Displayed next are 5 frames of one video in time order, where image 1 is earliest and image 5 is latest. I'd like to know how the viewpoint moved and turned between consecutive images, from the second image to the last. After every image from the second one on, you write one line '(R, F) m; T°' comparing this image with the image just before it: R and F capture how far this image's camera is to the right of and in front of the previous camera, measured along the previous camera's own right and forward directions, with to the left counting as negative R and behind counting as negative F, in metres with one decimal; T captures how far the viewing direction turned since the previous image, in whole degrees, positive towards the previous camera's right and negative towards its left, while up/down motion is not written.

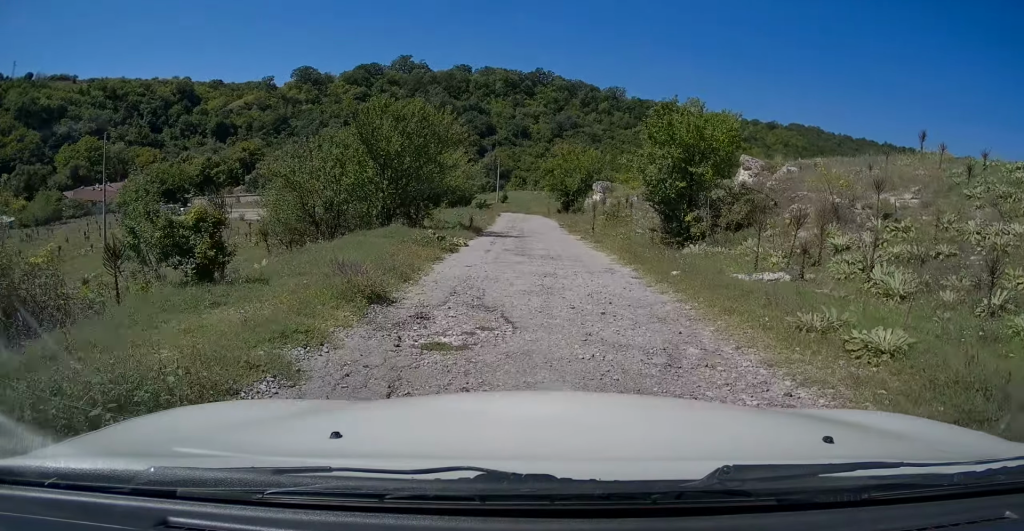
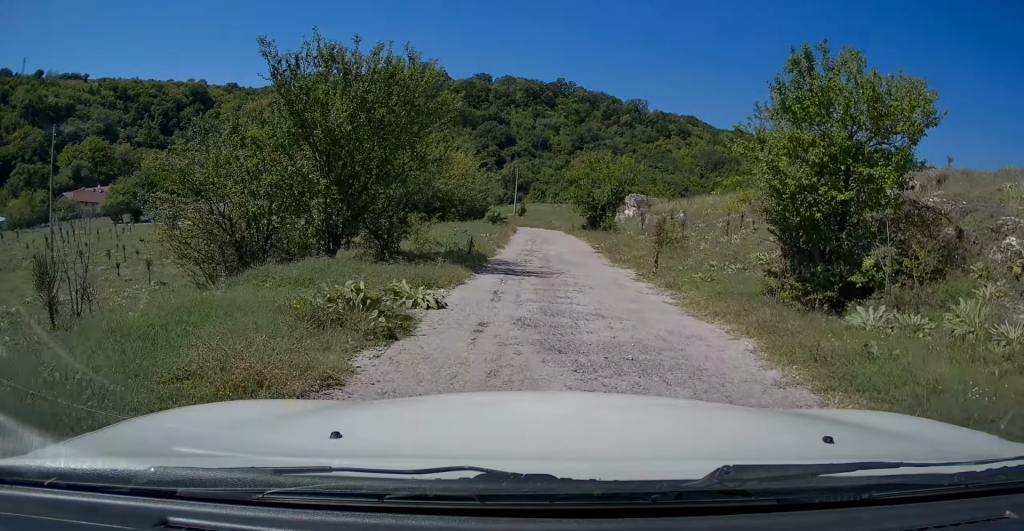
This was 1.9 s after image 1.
(-0.2, +7.6) m; -7°
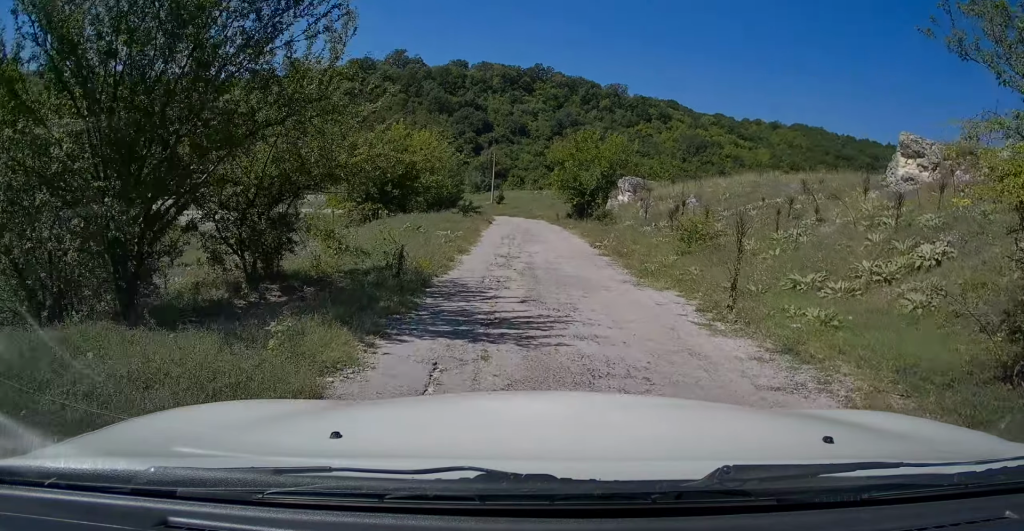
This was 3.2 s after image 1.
(+0.8, +5.6) m; +12°
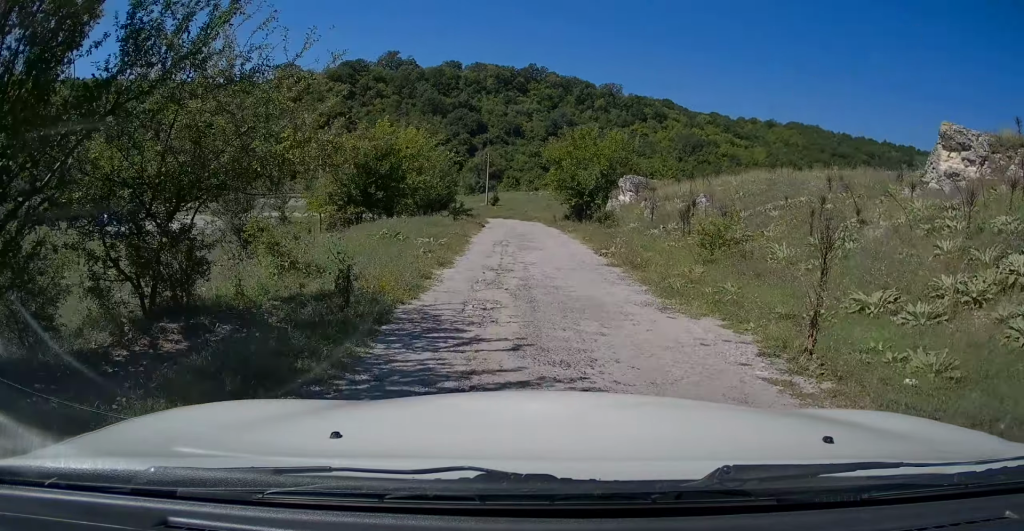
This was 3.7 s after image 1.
(+0.1, +2.1) m; +1°
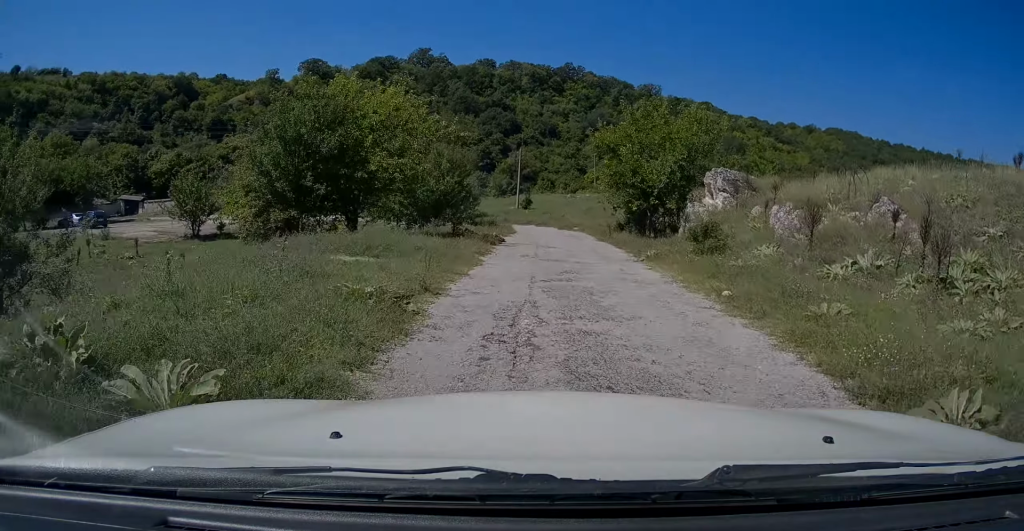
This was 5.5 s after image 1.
(-0.9, +10.8) m; -8°
